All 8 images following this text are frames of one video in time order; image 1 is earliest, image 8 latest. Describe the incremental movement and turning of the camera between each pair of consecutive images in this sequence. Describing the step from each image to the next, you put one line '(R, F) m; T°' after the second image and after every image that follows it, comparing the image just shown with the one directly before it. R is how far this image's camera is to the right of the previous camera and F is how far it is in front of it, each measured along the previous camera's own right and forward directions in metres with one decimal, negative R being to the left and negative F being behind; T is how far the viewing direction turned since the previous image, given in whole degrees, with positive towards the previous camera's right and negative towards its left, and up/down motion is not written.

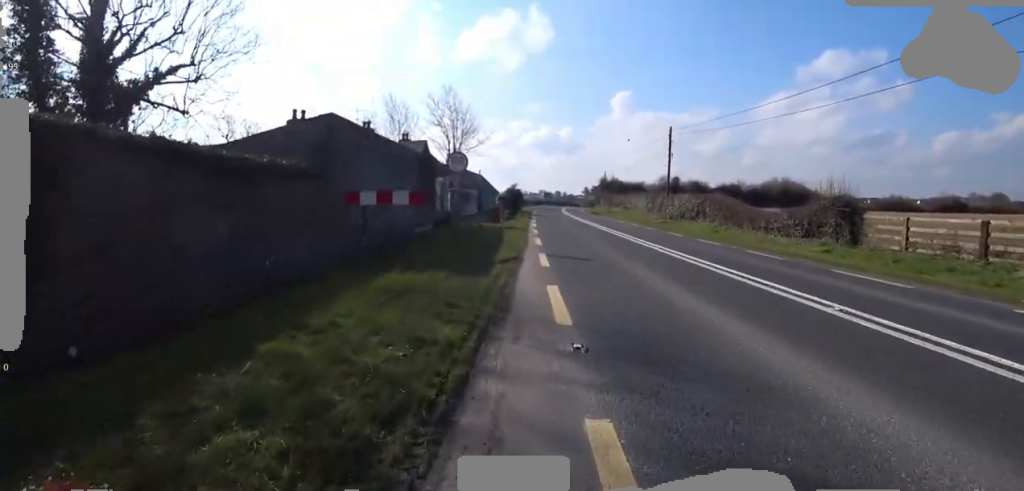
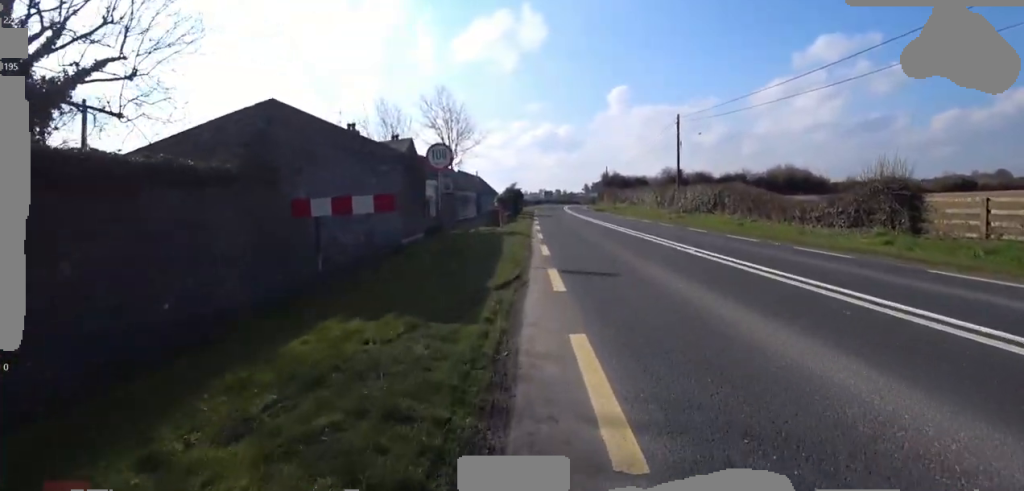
(-0.2, +2.2) m; 0°
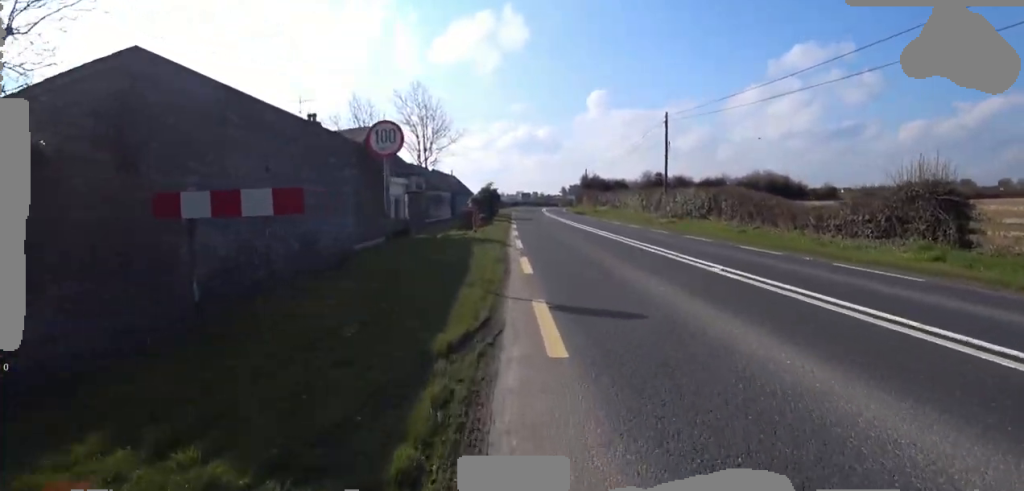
(+0.2, +2.5) m; -2°
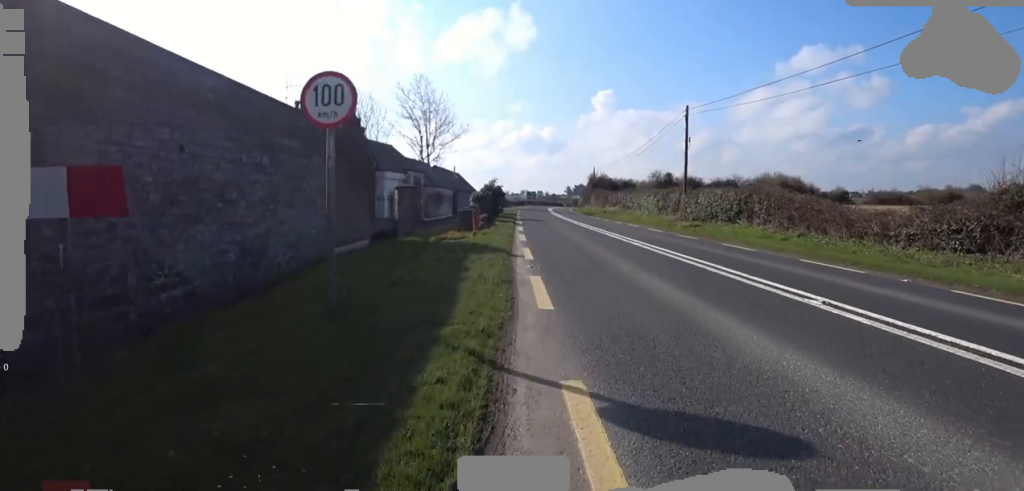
(+0.3, +2.5) m; -2°
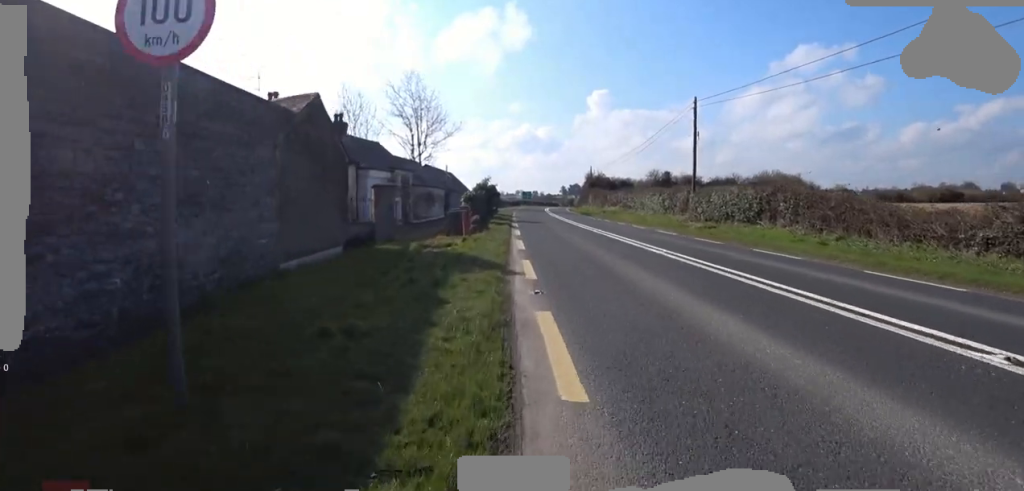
(-0.2, +2.2) m; +1°
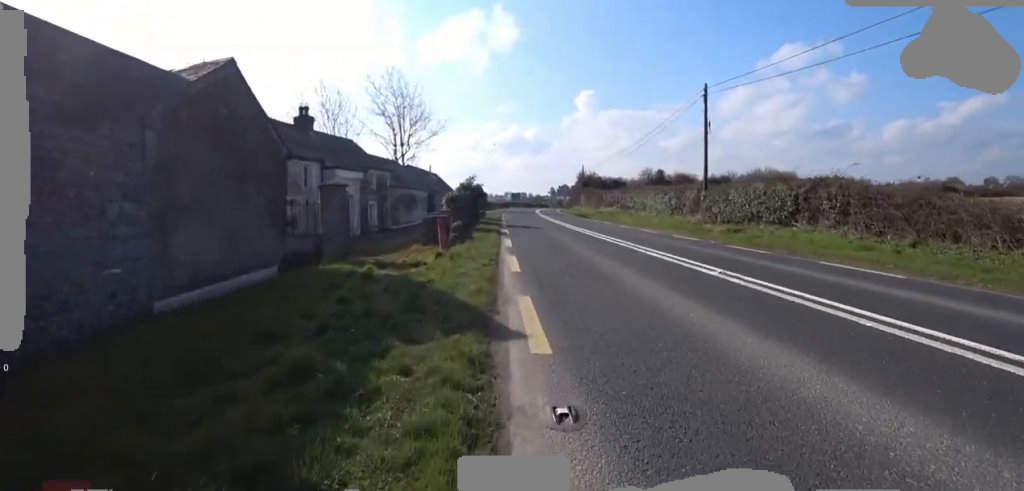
(-0.5, +3.1) m; +2°
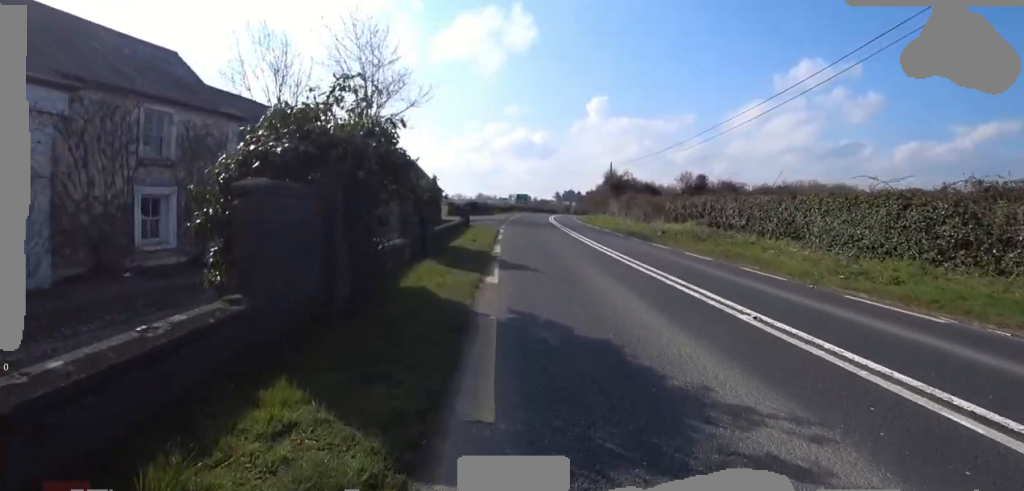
(+1.1, +15.8) m; 0°
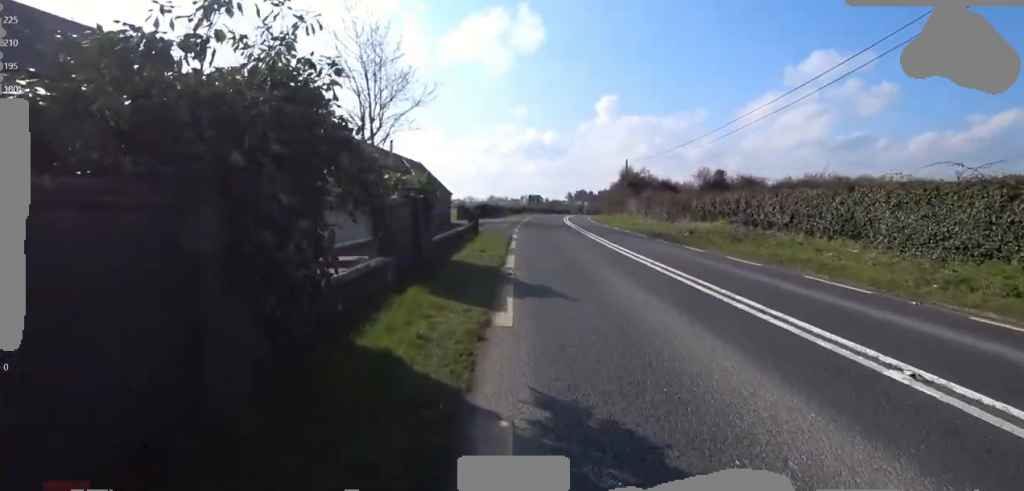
(+0.2, +2.1) m; -1°
